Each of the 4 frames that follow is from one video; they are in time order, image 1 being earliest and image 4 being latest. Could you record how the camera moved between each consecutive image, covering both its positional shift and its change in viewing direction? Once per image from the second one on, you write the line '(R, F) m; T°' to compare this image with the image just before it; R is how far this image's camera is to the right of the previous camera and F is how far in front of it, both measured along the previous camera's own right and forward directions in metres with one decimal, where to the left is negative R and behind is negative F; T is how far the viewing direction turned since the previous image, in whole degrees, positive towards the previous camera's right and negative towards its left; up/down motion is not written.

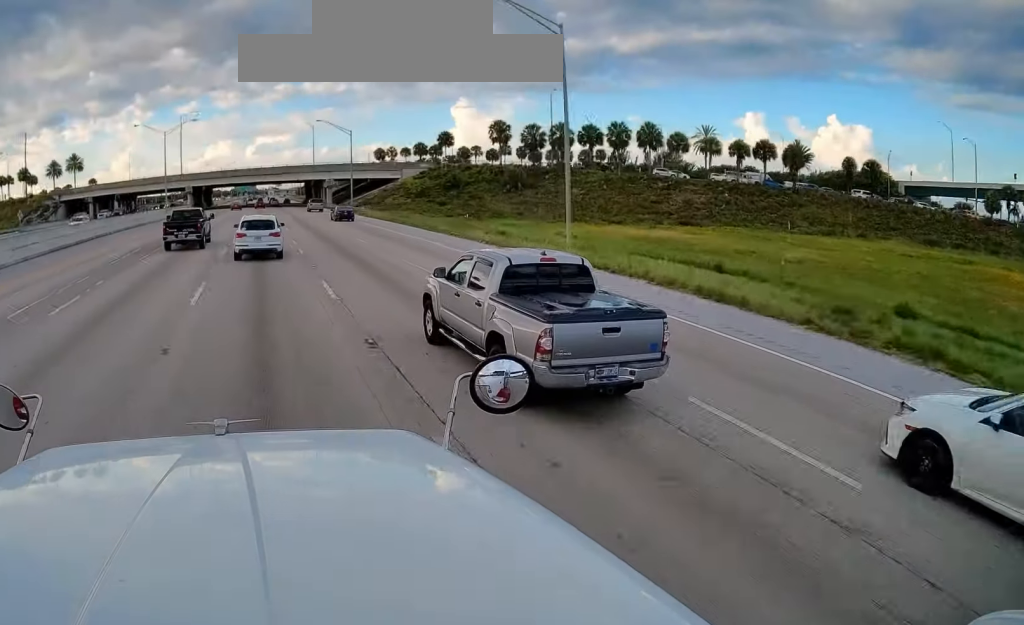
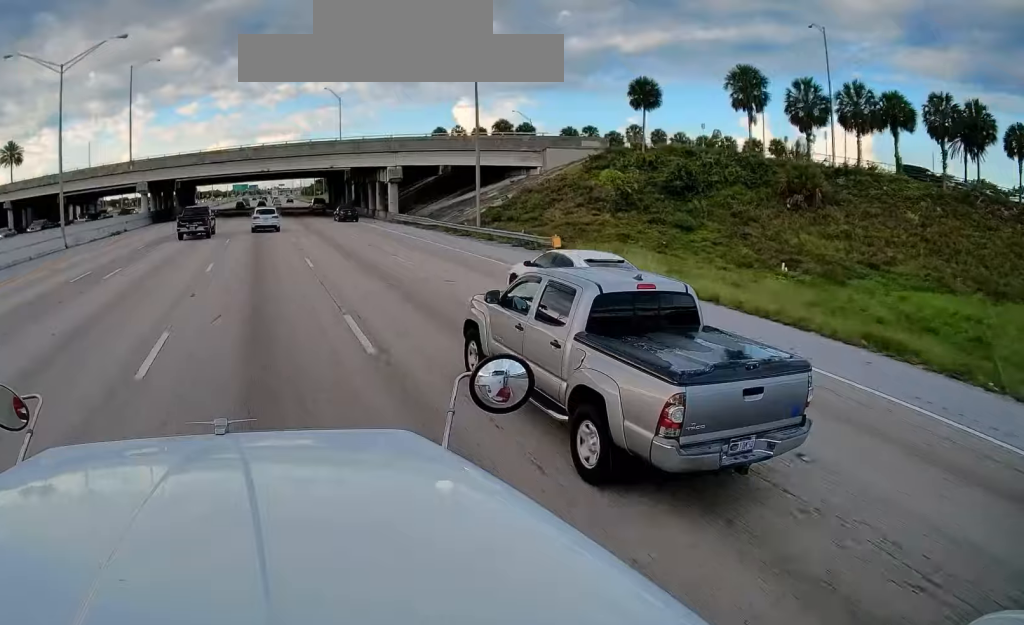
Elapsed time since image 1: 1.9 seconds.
(+0.5, +50.9) m; +1°
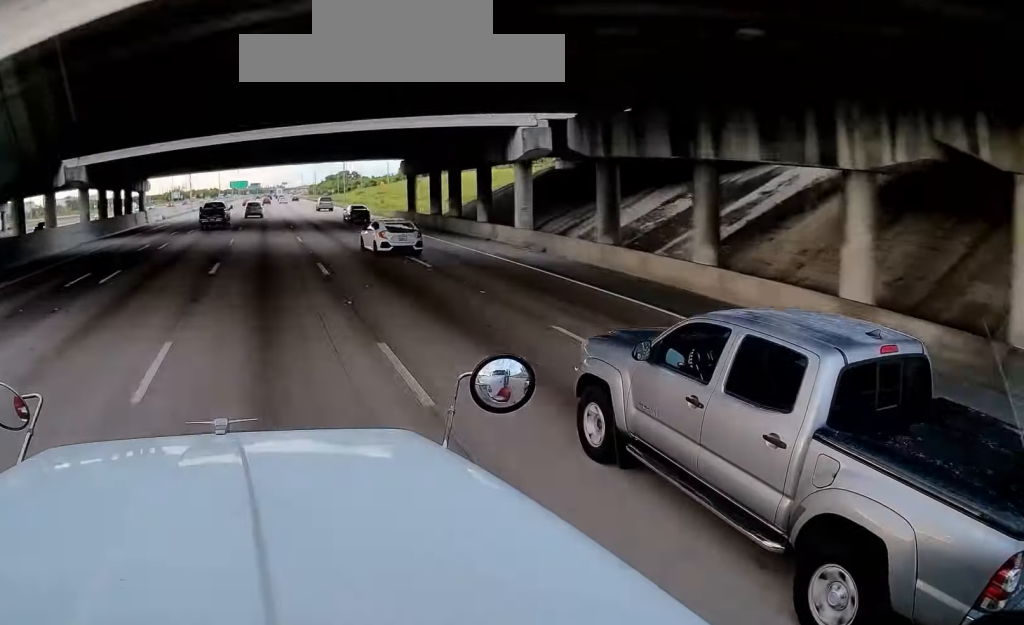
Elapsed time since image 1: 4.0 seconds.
(0.0, +60.8) m; 0°
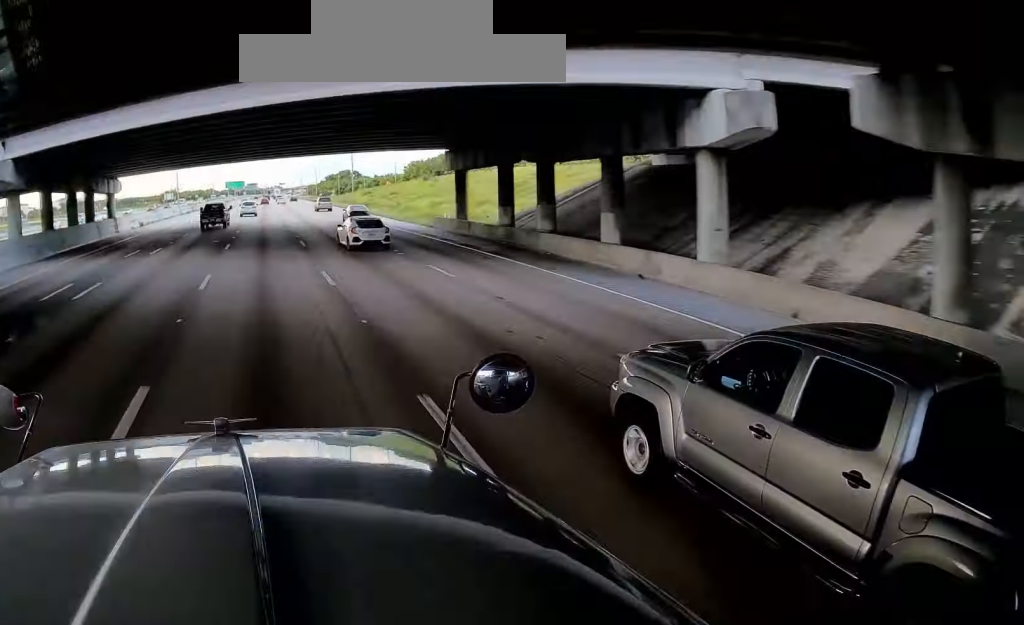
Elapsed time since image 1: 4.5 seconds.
(+0.1, +14.7) m; 0°
